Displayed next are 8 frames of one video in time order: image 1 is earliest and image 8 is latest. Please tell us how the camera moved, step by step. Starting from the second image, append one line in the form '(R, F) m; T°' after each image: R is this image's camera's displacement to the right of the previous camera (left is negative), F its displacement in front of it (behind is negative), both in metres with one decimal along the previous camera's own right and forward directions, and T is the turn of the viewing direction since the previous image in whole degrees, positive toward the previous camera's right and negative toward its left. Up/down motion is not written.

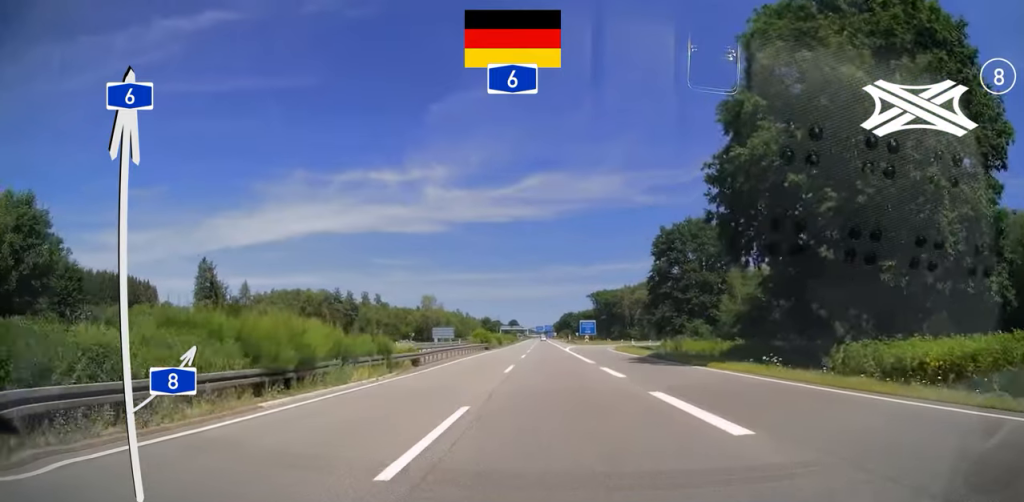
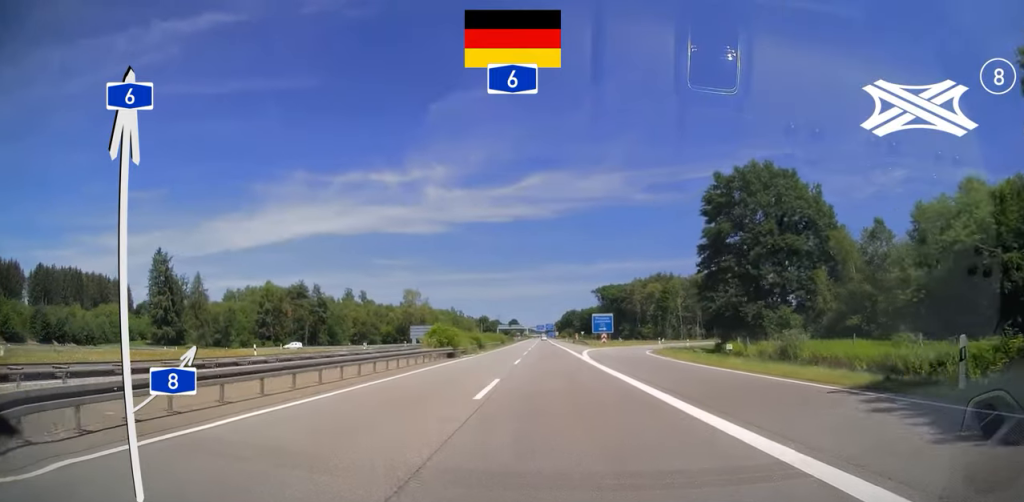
(0.0, +28.4) m; 0°
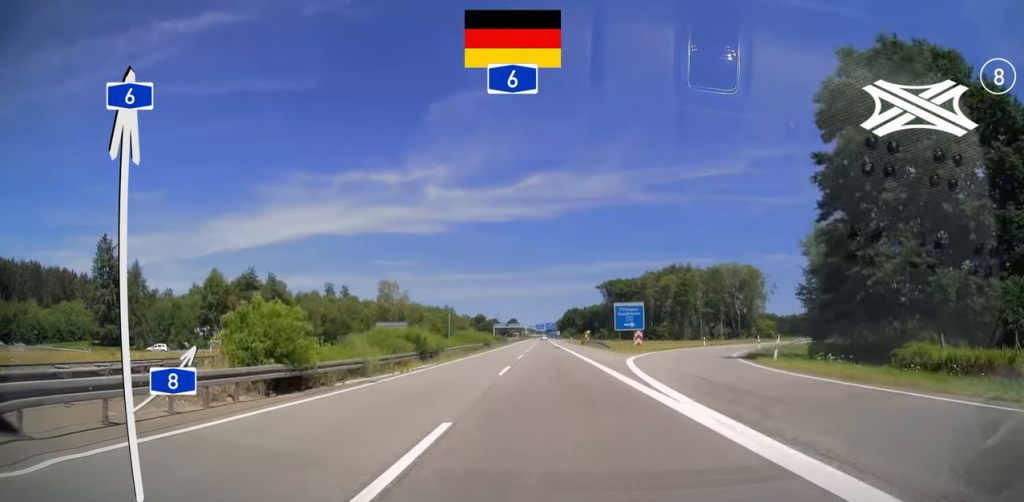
(-0.1, +28.0) m; 0°
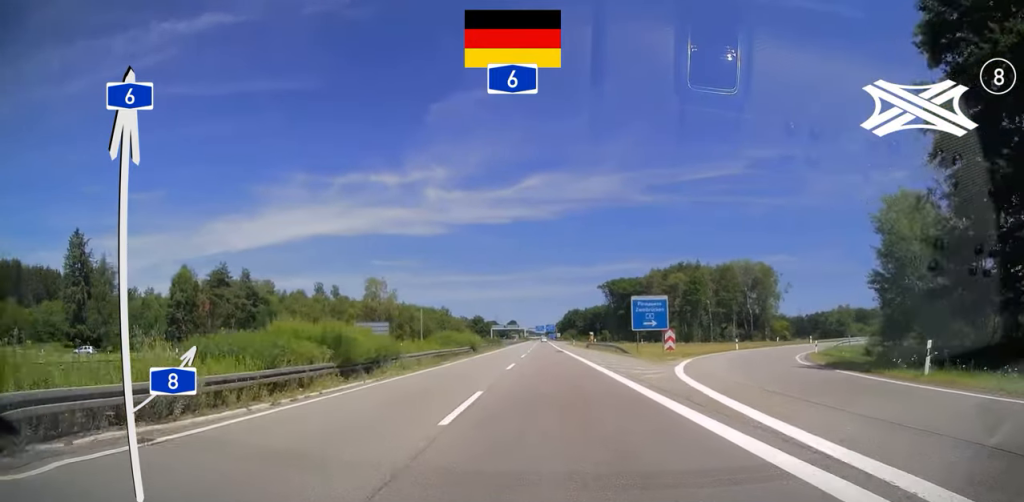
(0.0, +12.3) m; 0°
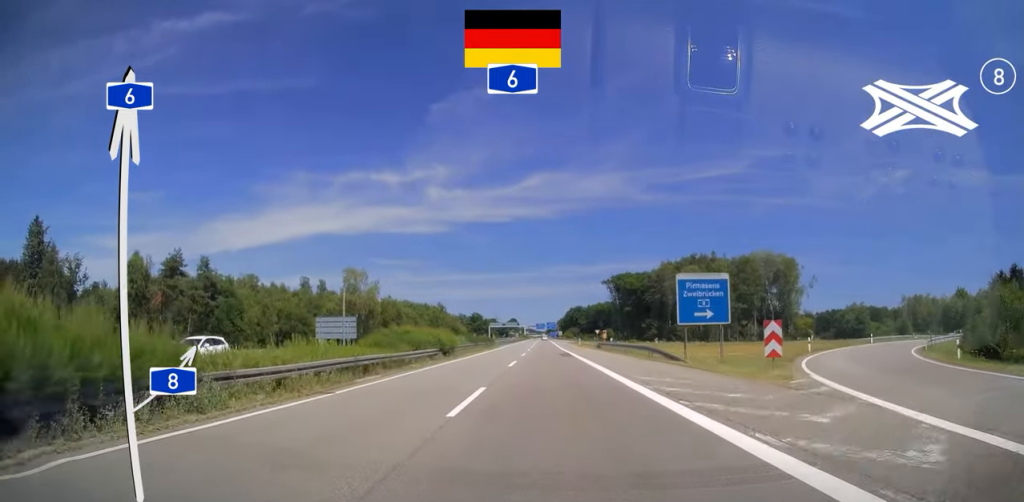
(+0.1, +16.7) m; 0°
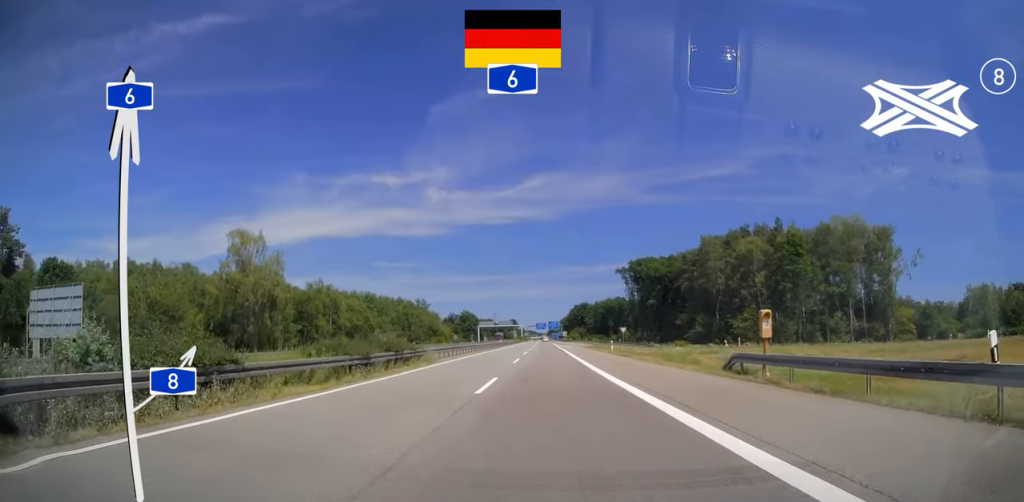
(-0.1, +49.6) m; 0°
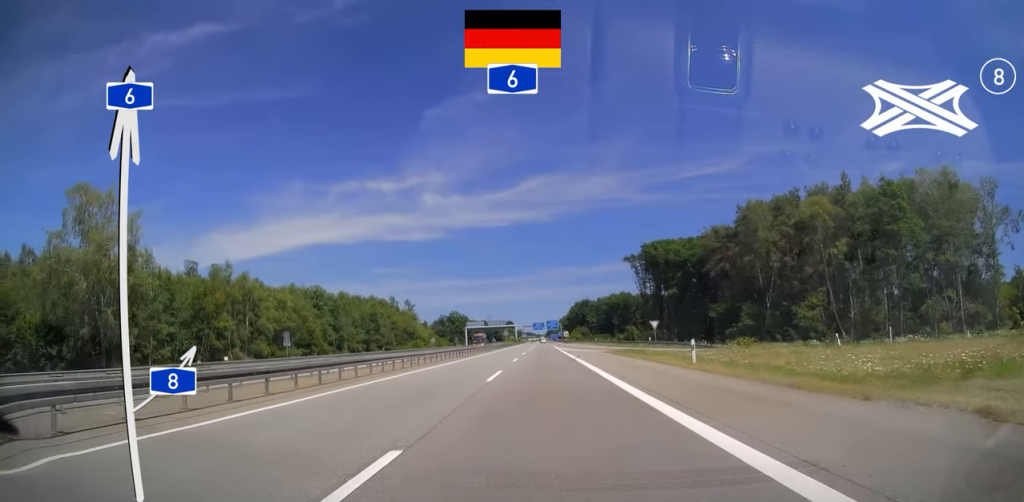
(+0.1, +31.9) m; 0°
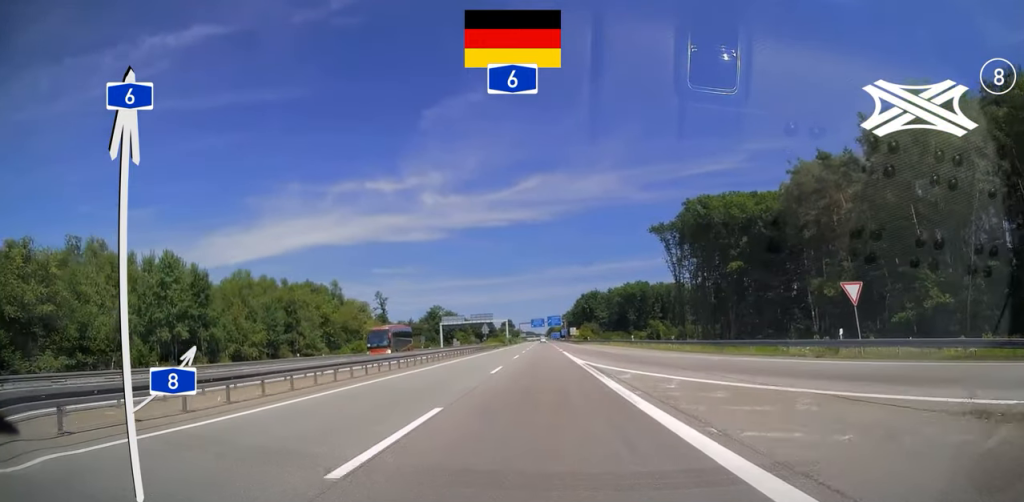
(0.0, +49.5) m; 0°
